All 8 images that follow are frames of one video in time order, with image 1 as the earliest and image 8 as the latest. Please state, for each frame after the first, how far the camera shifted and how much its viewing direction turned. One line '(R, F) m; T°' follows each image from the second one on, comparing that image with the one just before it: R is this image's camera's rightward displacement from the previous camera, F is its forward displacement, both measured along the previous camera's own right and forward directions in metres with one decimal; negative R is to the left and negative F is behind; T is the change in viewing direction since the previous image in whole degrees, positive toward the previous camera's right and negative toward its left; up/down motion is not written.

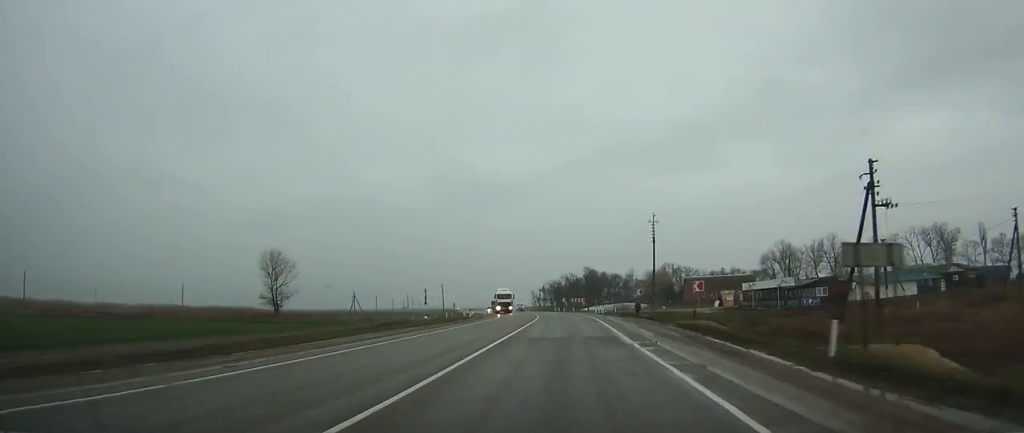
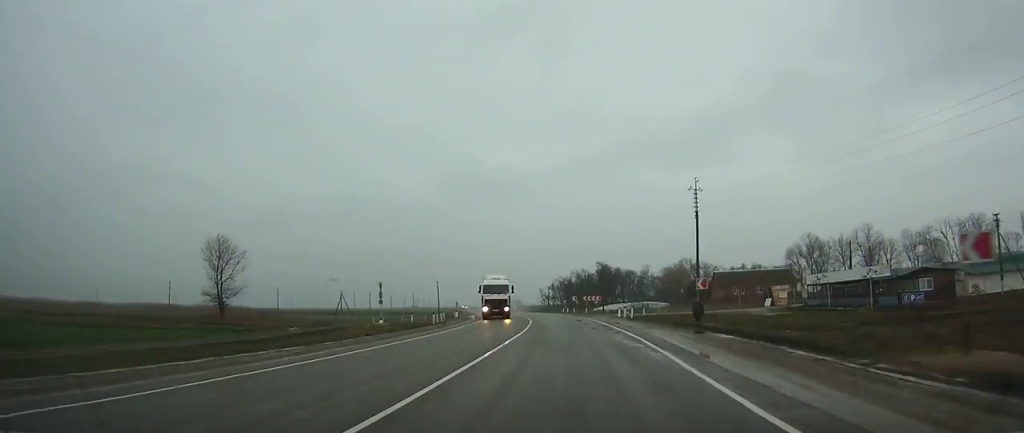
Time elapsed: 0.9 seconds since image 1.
(-0.5, +20.2) m; -2°
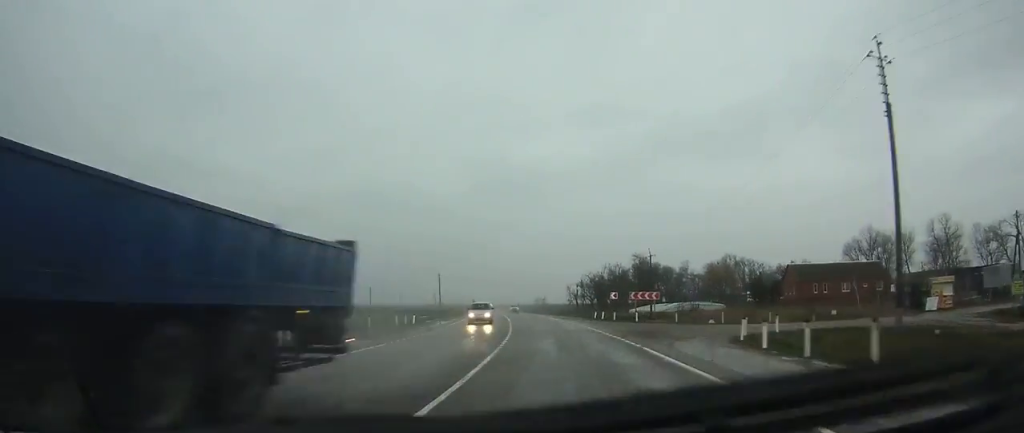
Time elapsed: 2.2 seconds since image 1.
(-0.2, +31.0) m; -3°
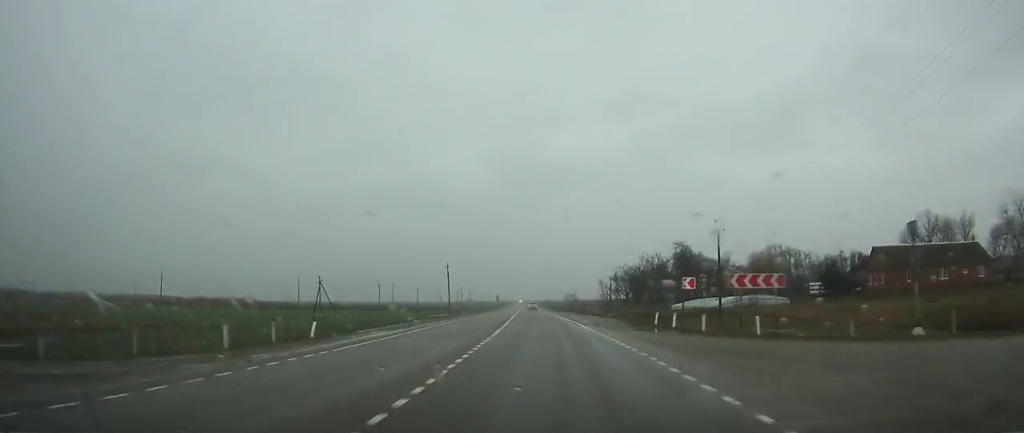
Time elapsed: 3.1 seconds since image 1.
(-1.2, +21.5) m; -2°
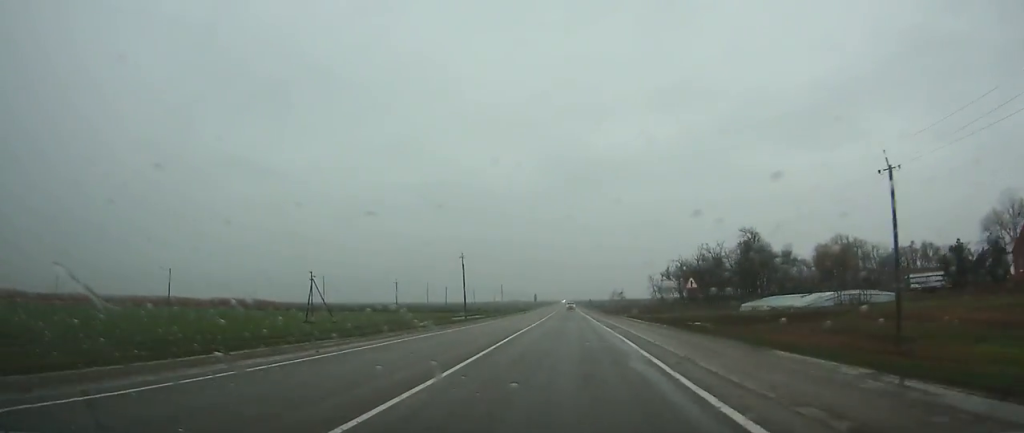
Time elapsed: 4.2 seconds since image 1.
(-0.6, +24.6) m; -2°
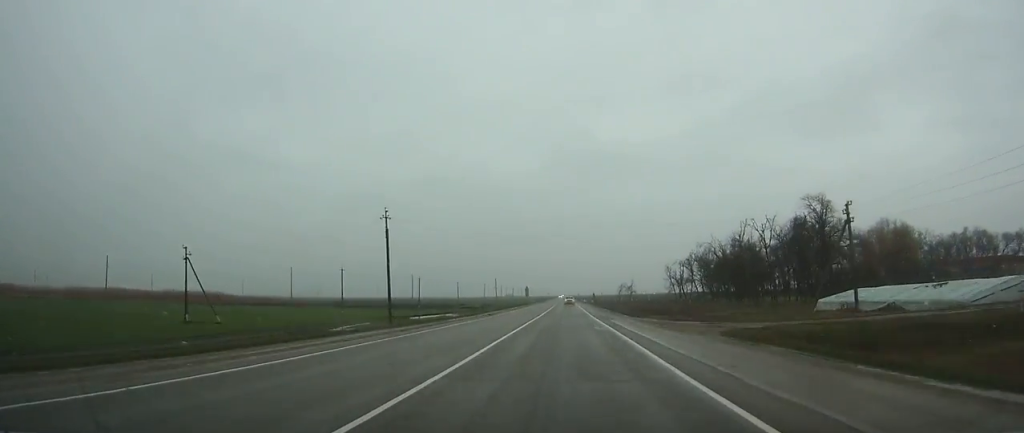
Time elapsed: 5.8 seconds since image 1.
(-0.7, +36.9) m; -1°
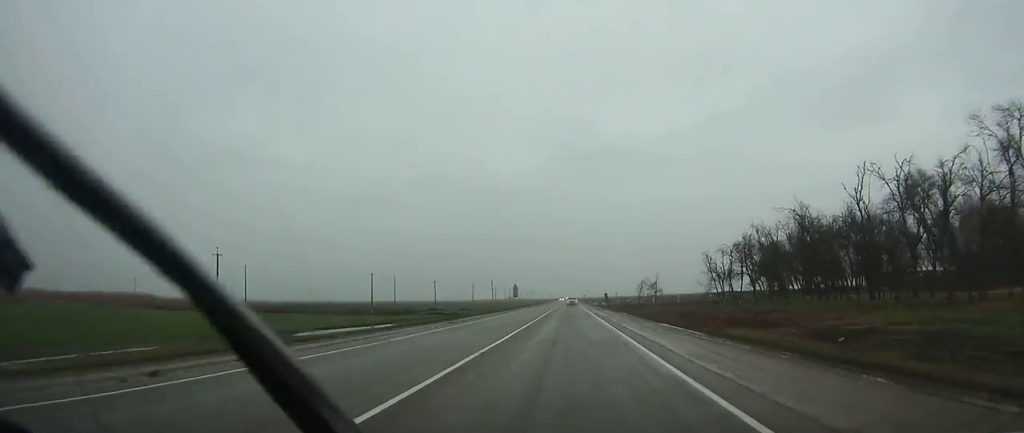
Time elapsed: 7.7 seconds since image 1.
(-0.2, +44.8) m; 0°
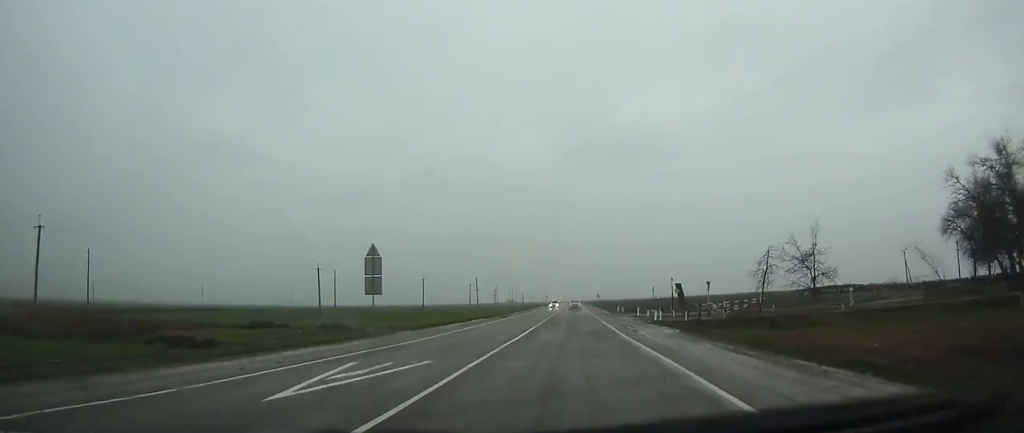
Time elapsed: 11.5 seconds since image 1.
(+0.1, +88.4) m; 0°
